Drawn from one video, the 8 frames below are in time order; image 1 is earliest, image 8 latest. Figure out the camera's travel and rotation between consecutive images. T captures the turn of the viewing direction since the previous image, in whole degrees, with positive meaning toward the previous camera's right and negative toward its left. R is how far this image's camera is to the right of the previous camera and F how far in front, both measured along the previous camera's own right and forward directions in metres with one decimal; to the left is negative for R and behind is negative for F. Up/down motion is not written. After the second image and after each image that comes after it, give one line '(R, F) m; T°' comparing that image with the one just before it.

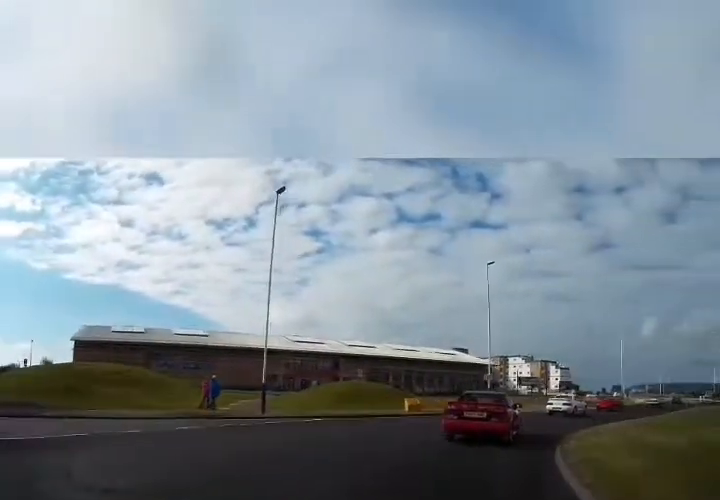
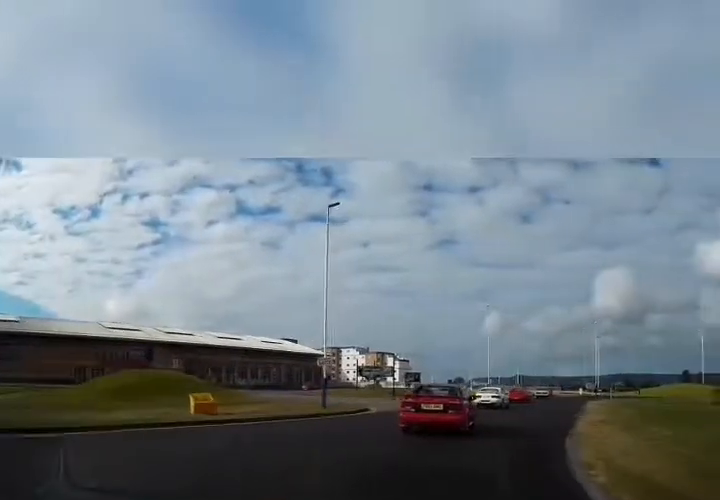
(+1.7, +8.8) m; +22°
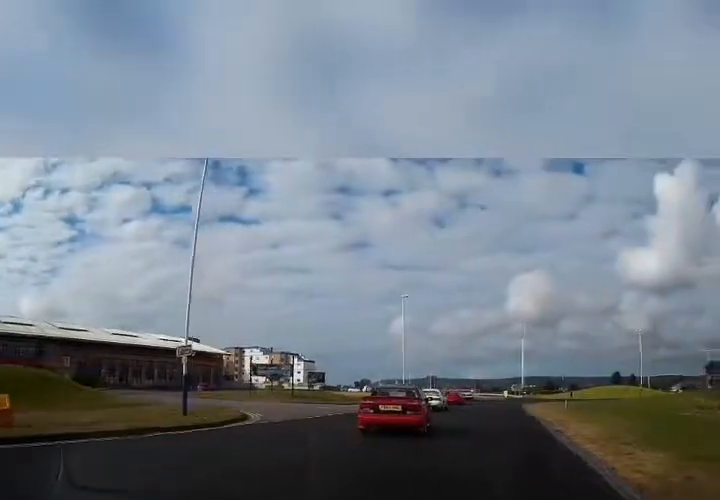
(+0.7, +5.8) m; +12°
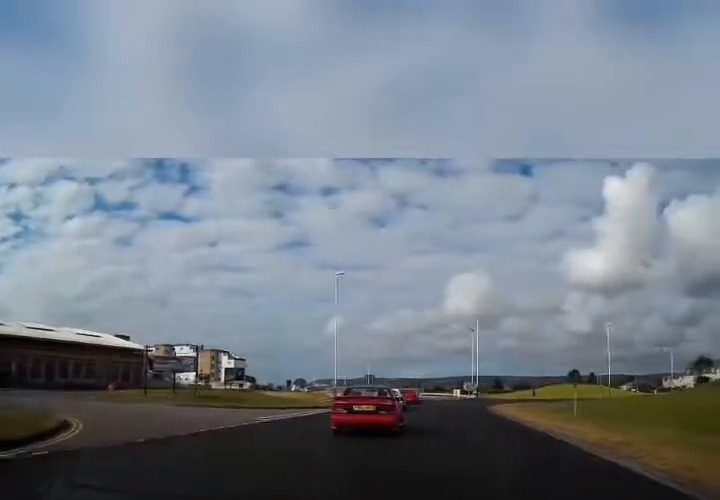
(+1.0, +8.0) m; +11°
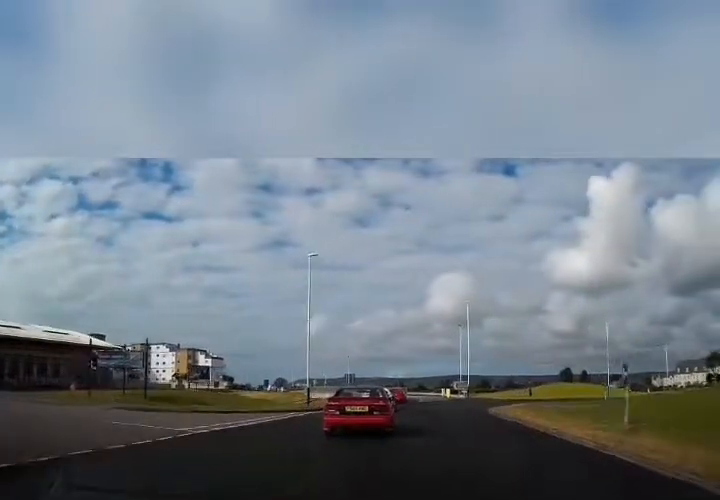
(+0.4, +5.0) m; +2°
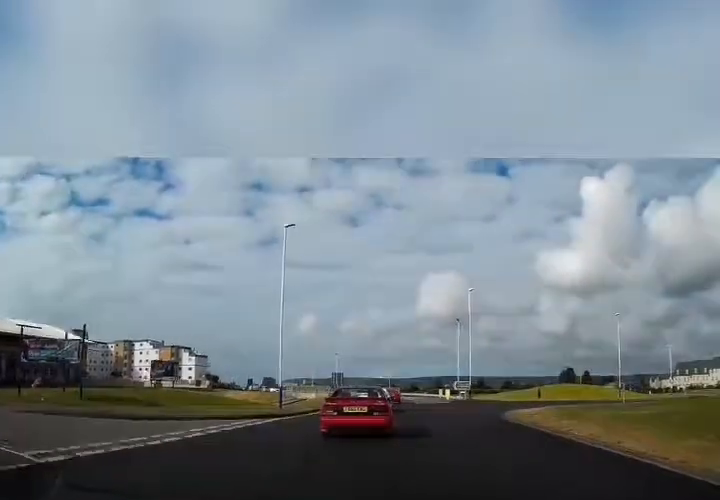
(0.0, +5.5) m; 0°
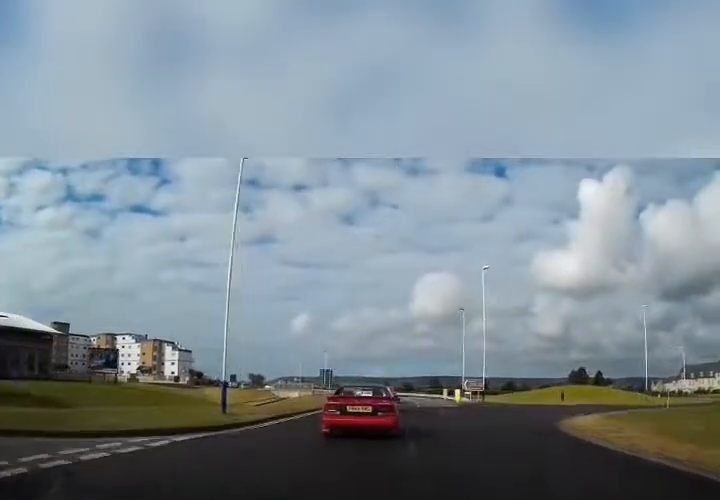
(-0.1, +8.2) m; 0°
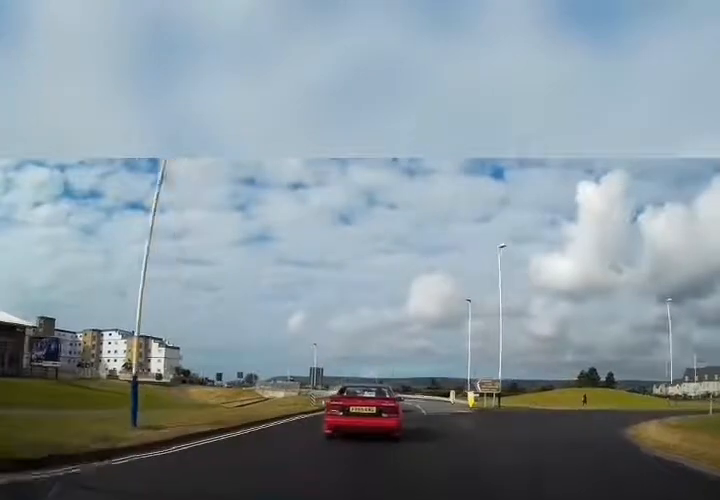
(+0.1, +6.2) m; +1°
